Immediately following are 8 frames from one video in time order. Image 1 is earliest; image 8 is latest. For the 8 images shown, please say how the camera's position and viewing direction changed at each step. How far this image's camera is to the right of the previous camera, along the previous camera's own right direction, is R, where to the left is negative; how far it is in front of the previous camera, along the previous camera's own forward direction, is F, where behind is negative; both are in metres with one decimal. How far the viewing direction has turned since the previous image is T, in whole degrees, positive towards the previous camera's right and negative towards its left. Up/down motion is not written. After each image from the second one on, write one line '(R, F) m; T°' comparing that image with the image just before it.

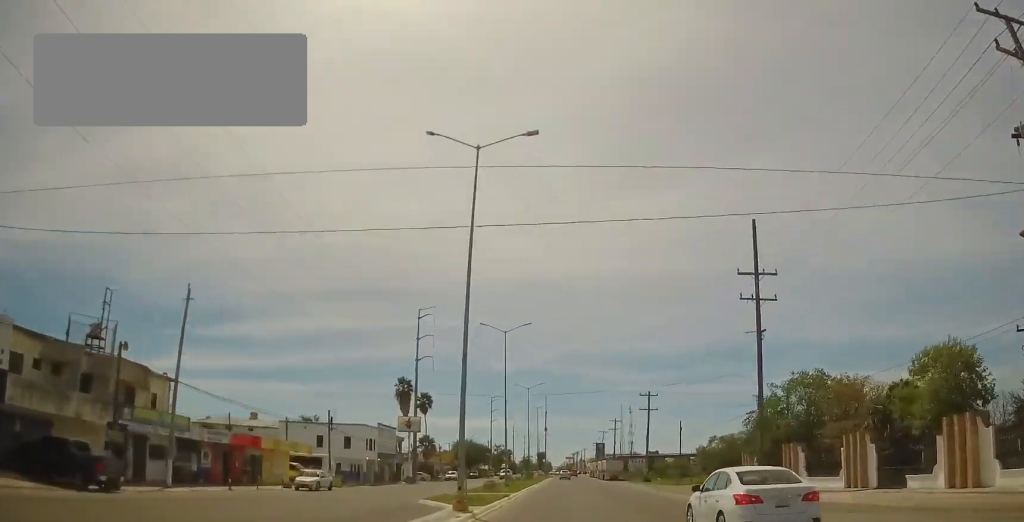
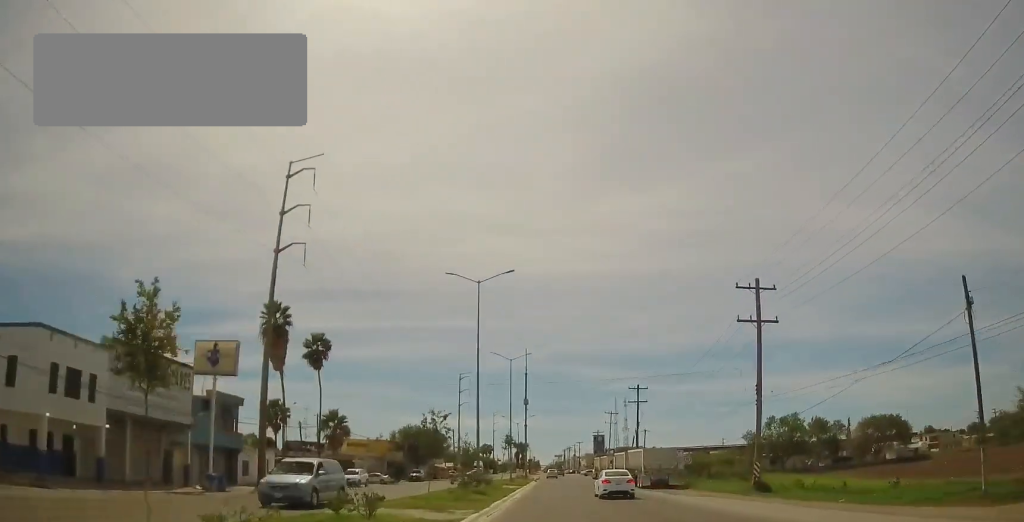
(+0.7, +48.1) m; +2°
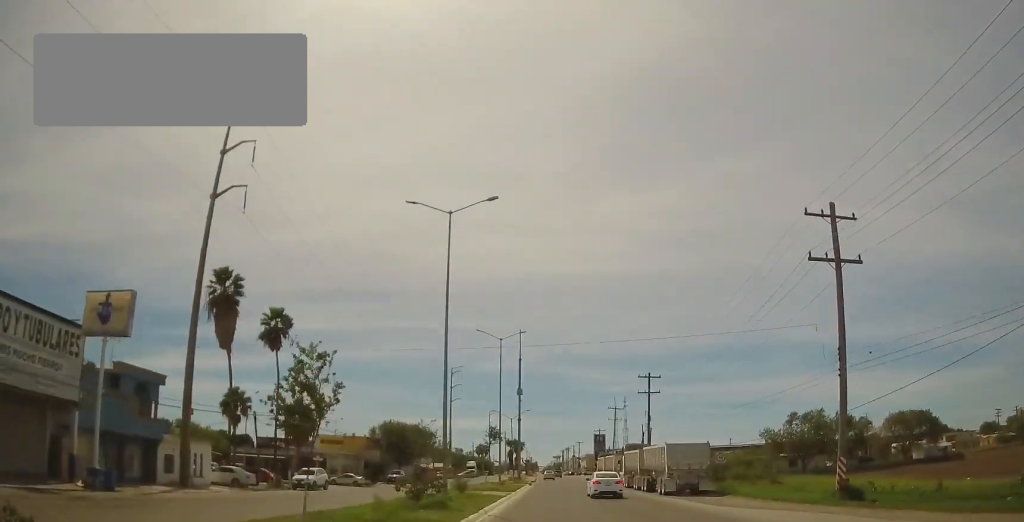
(-0.2, +10.7) m; -1°
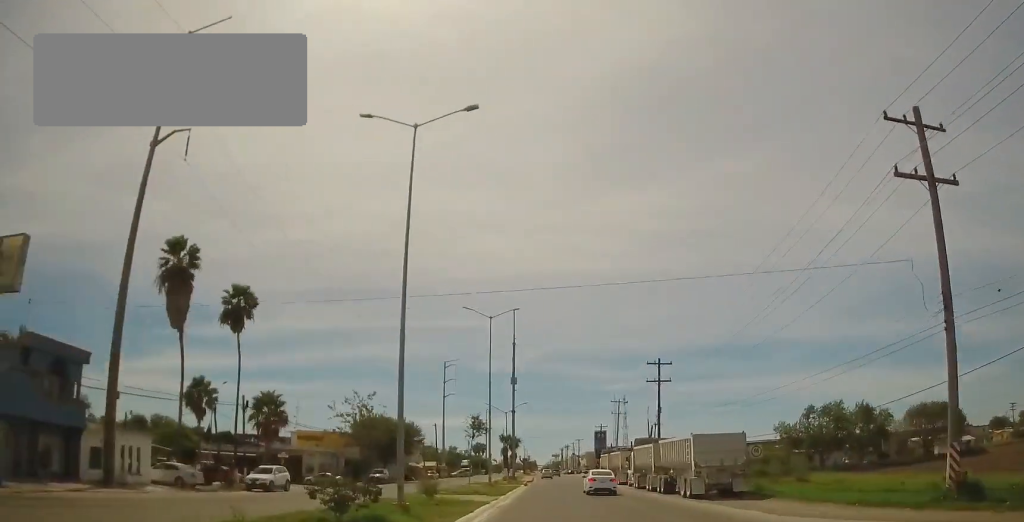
(-0.1, +7.4) m; -1°
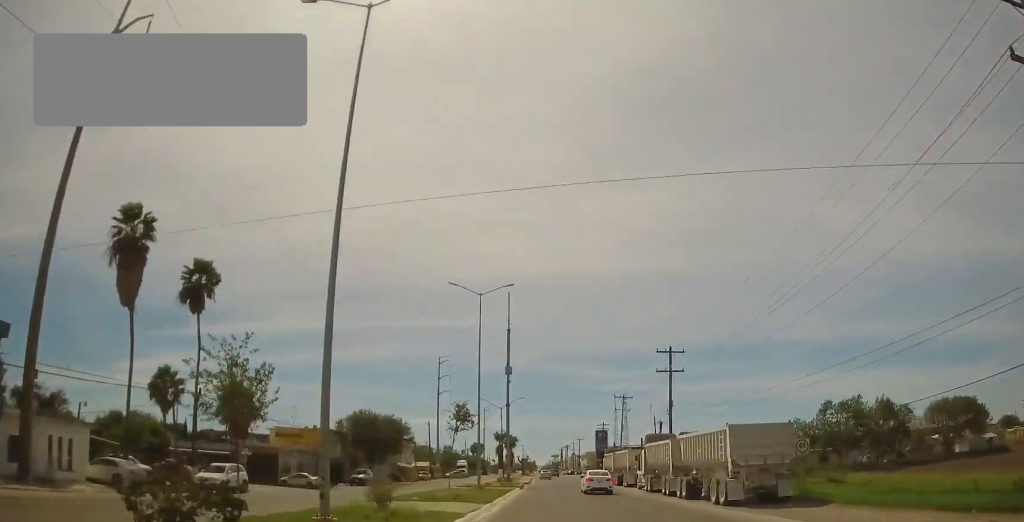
(0.0, +6.4) m; 0°
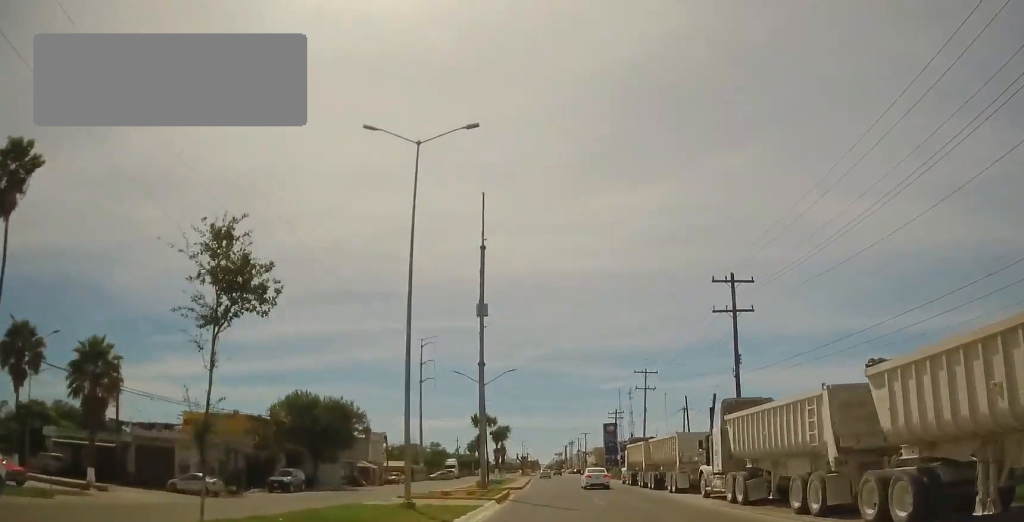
(0.0, +20.1) m; 0°
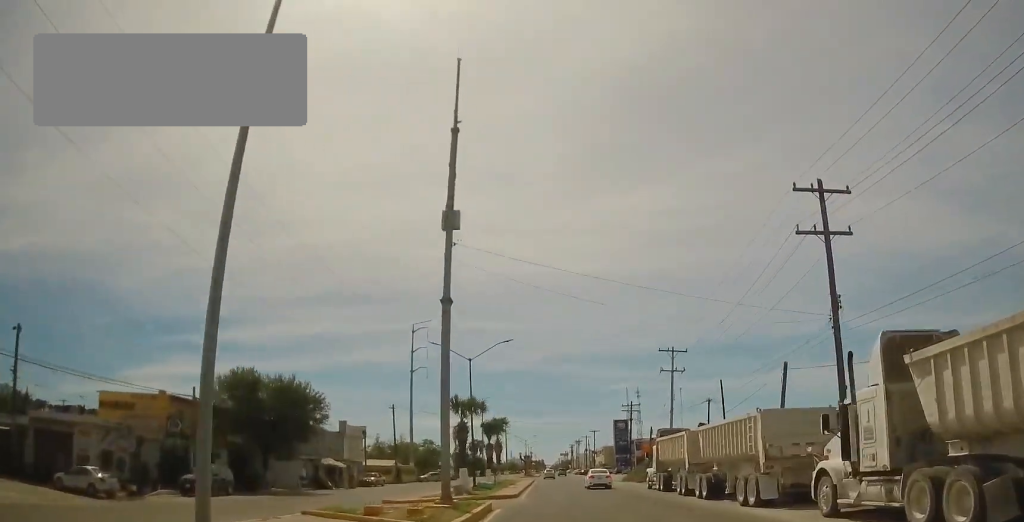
(0.0, +12.4) m; 0°
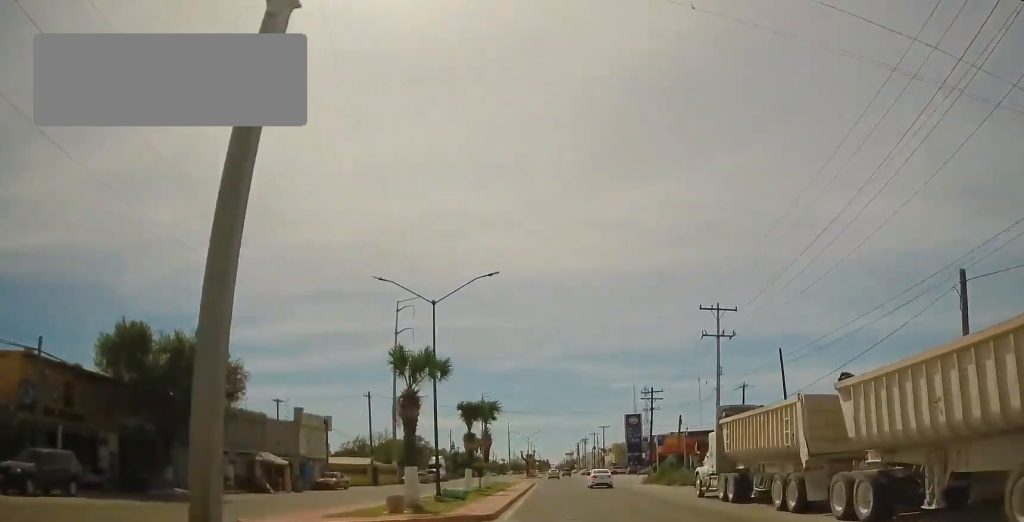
(0.0, +14.1) m; 0°
